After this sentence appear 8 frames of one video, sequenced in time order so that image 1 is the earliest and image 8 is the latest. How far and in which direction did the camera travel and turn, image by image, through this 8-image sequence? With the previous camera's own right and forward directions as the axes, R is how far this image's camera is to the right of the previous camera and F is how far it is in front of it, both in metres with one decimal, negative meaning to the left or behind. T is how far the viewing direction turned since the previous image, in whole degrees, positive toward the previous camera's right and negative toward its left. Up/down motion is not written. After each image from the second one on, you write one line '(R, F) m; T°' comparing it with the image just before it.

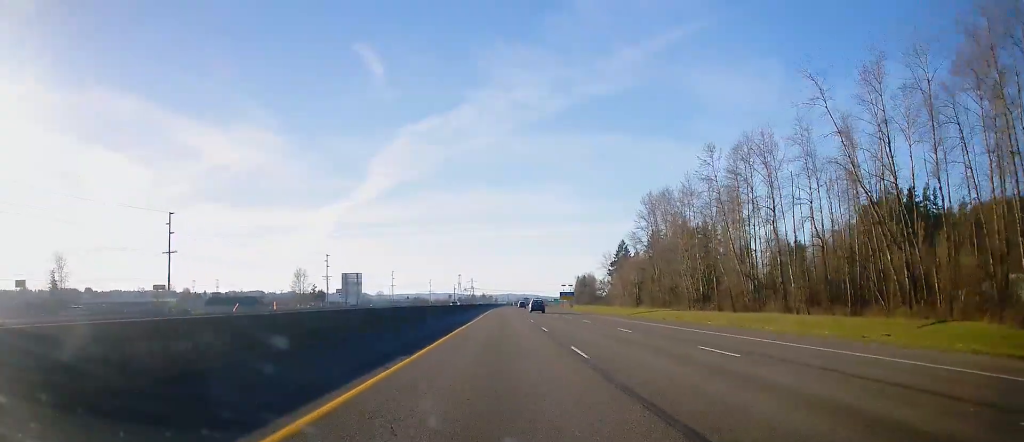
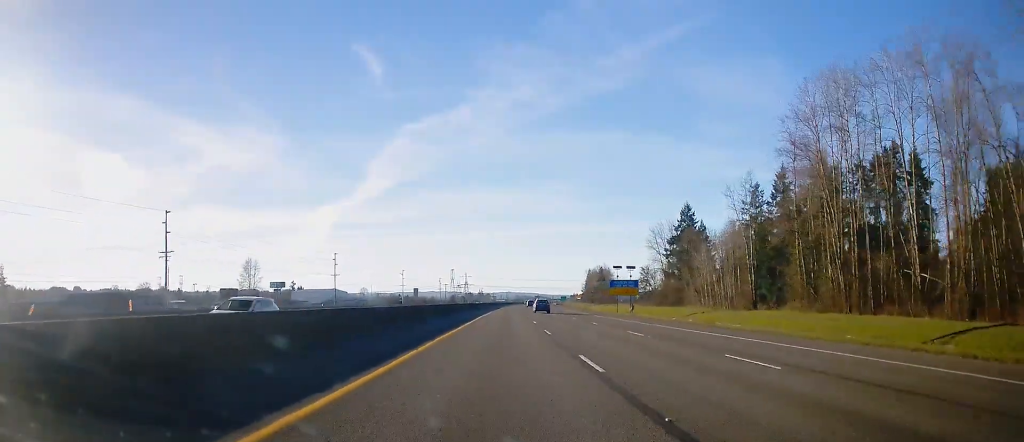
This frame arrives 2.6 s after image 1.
(+1.0, +87.9) m; +1°
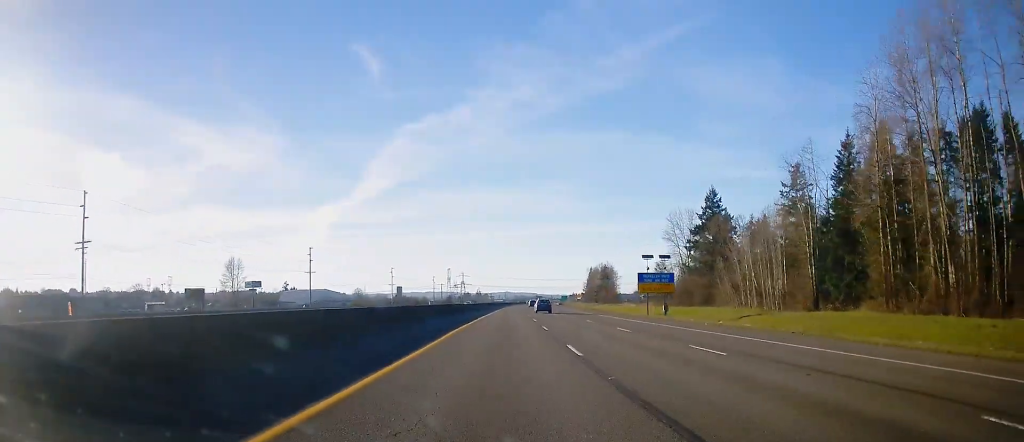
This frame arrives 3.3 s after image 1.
(0.0, +21.1) m; 0°
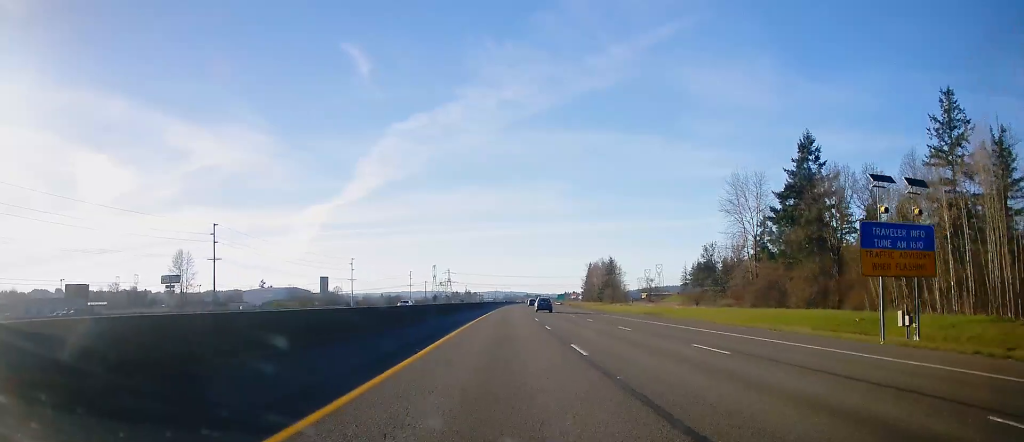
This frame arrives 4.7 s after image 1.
(0.0, +49.0) m; 0°
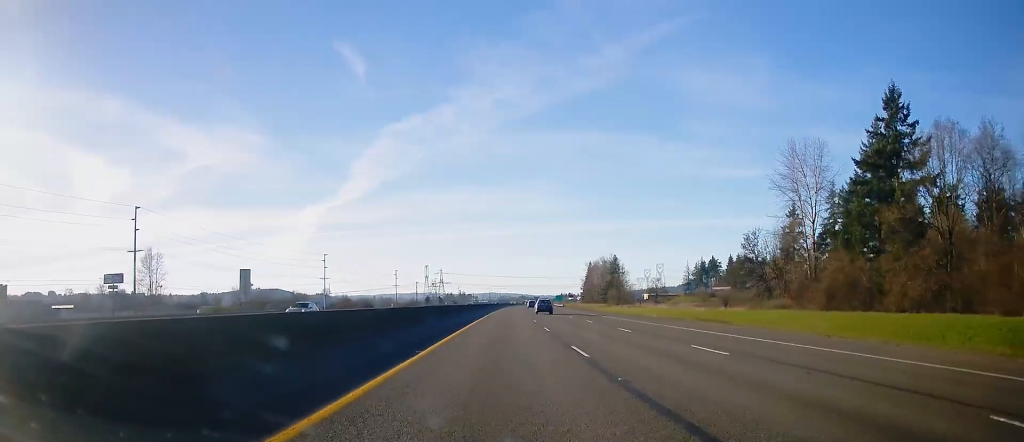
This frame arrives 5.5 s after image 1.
(0.0, +24.4) m; +1°
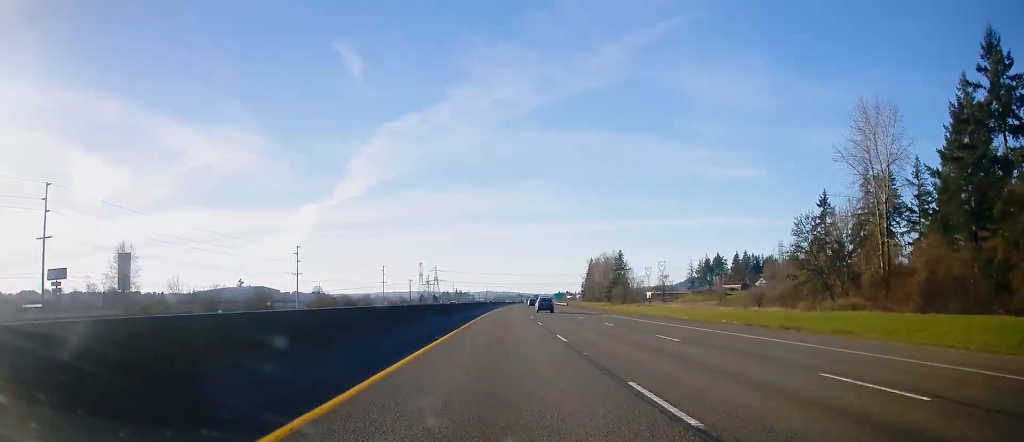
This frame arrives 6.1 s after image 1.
(0.0, +20.0) m; +1°
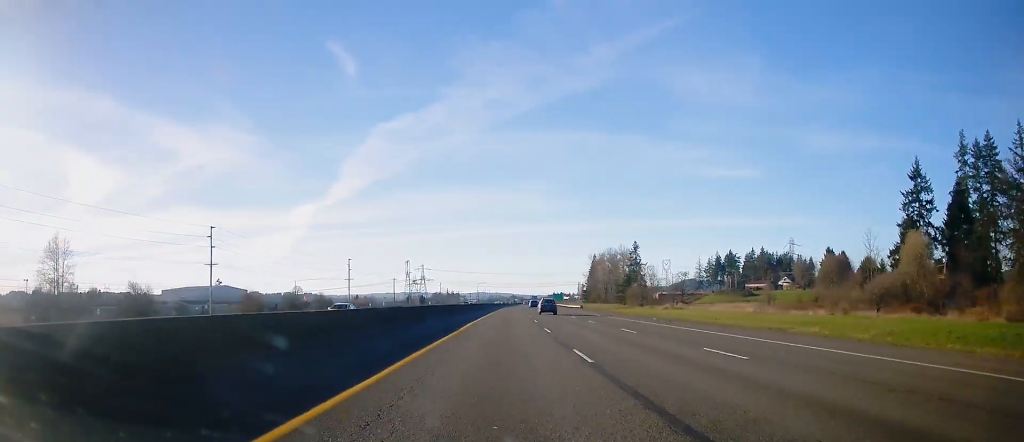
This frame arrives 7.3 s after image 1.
(+0.6, +42.2) m; 0°
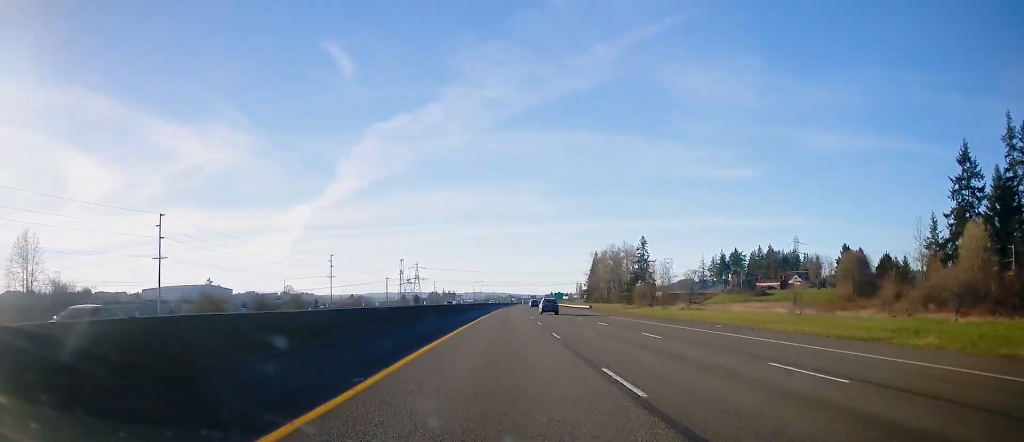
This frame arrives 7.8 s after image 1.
(-0.4, +16.6) m; 0°
